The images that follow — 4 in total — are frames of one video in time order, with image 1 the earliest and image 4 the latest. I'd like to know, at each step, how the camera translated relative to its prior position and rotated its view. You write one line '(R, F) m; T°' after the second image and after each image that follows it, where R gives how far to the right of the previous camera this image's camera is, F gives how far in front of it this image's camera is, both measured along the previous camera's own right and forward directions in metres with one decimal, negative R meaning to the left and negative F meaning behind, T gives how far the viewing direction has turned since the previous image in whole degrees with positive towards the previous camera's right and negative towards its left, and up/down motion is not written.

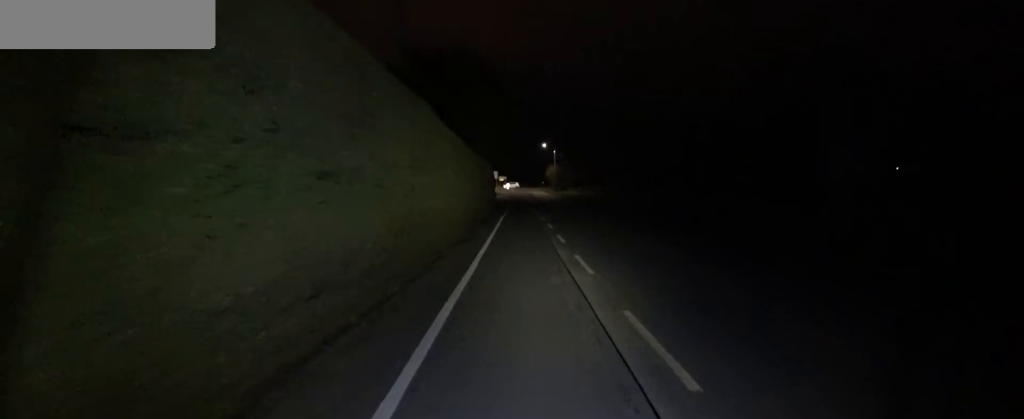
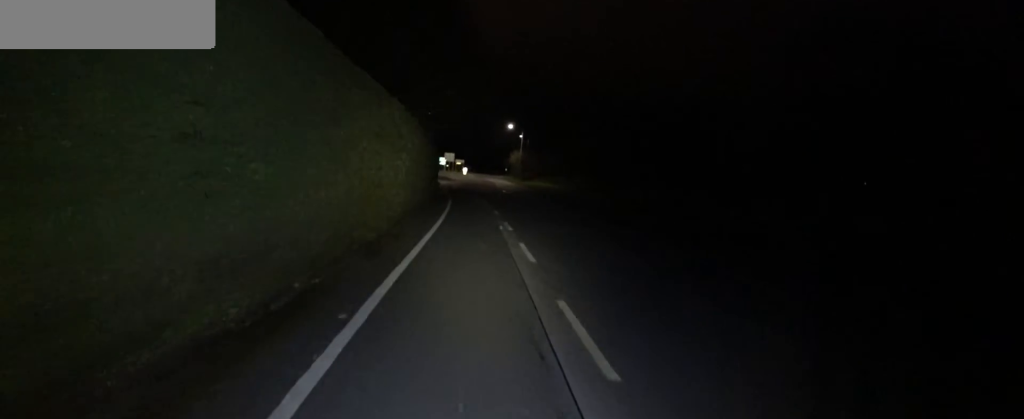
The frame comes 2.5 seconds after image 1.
(-0.1, +12.4) m; -5°
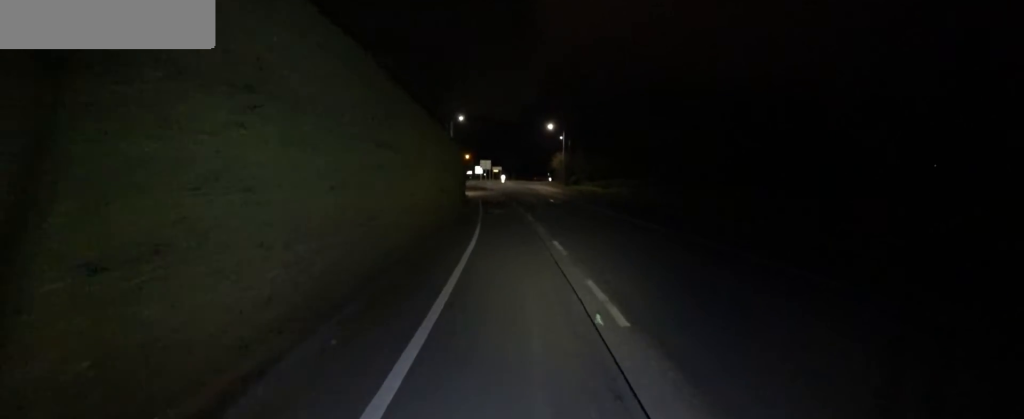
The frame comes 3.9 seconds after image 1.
(-0.6, +7.0) m; +2°
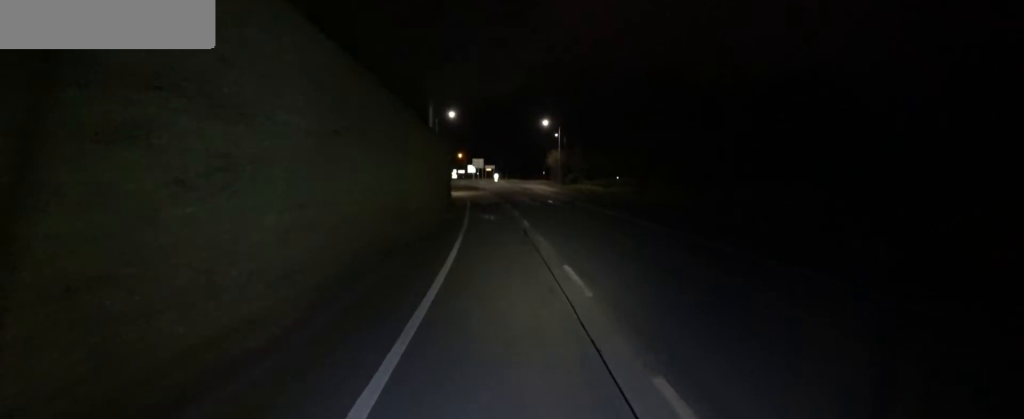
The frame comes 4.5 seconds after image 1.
(+0.2, +2.9) m; +2°
